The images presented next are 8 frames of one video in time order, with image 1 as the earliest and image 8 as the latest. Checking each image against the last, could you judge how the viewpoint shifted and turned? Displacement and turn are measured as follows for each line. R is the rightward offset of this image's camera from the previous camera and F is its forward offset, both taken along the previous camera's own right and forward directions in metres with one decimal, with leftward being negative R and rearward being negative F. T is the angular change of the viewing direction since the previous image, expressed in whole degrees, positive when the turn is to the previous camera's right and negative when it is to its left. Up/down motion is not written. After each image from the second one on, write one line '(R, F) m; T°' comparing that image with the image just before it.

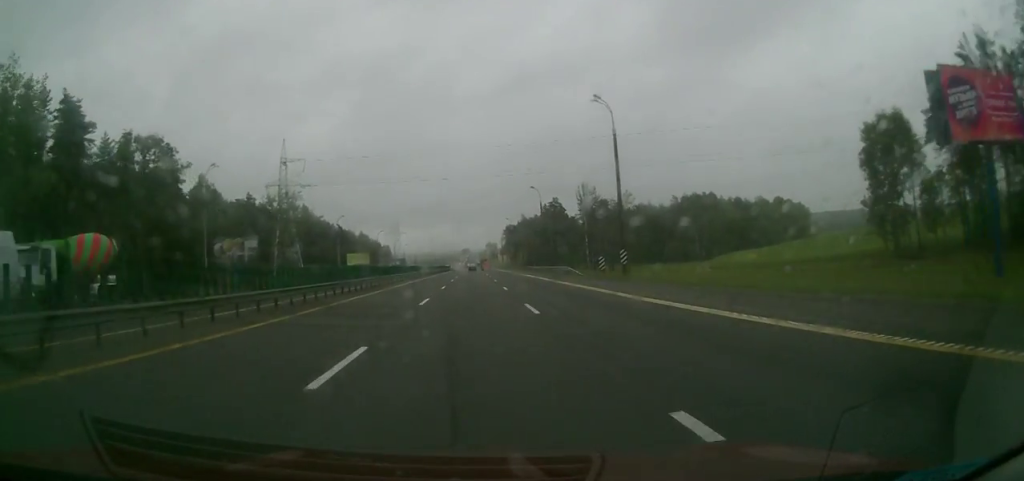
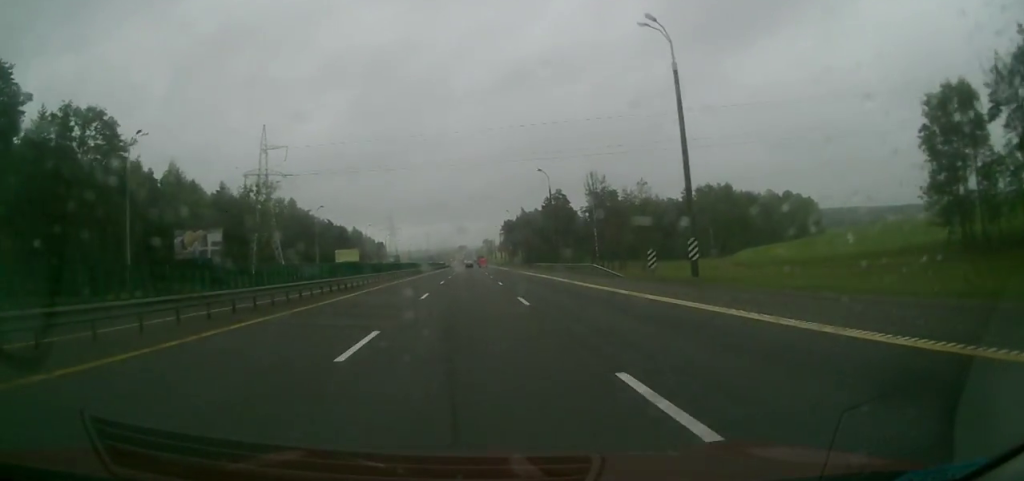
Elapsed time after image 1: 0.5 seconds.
(+0.3, +13.2) m; 0°
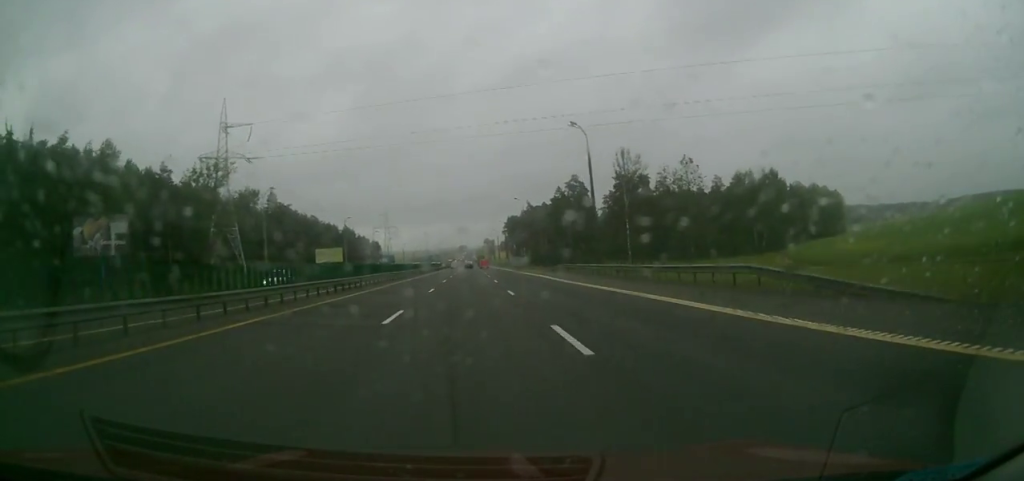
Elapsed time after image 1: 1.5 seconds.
(-0.6, +26.4) m; -1°
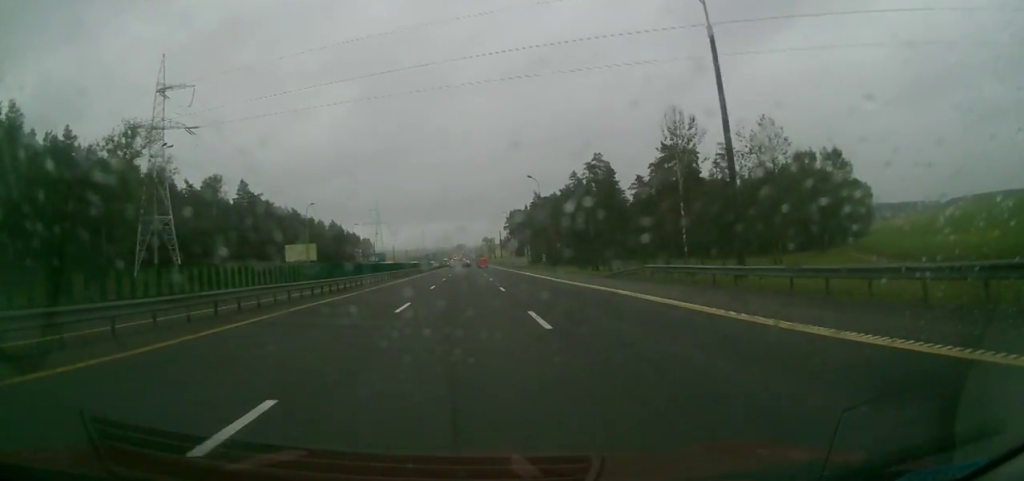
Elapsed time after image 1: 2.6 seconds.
(0.0, +28.3) m; 0°
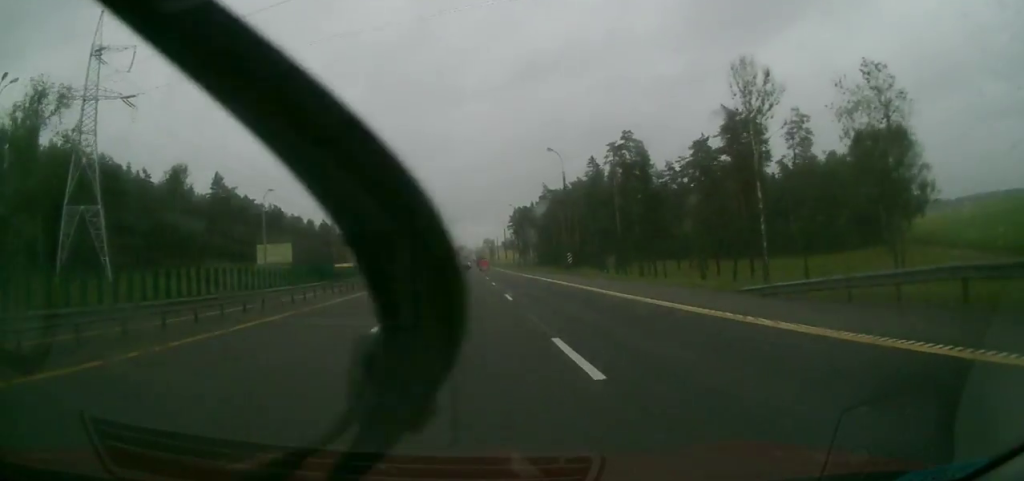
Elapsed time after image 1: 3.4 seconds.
(0.0, +21.3) m; 0°
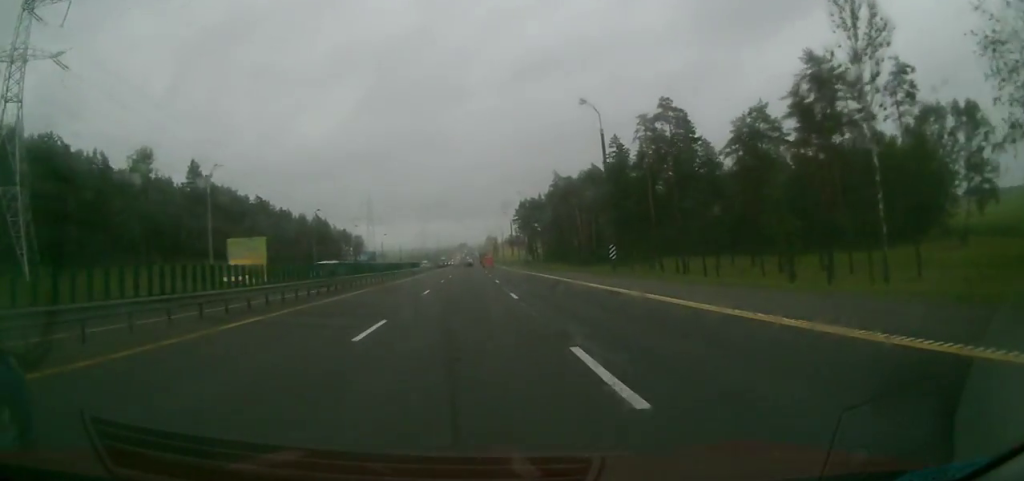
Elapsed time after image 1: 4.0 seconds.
(0.0, +17.8) m; 0°
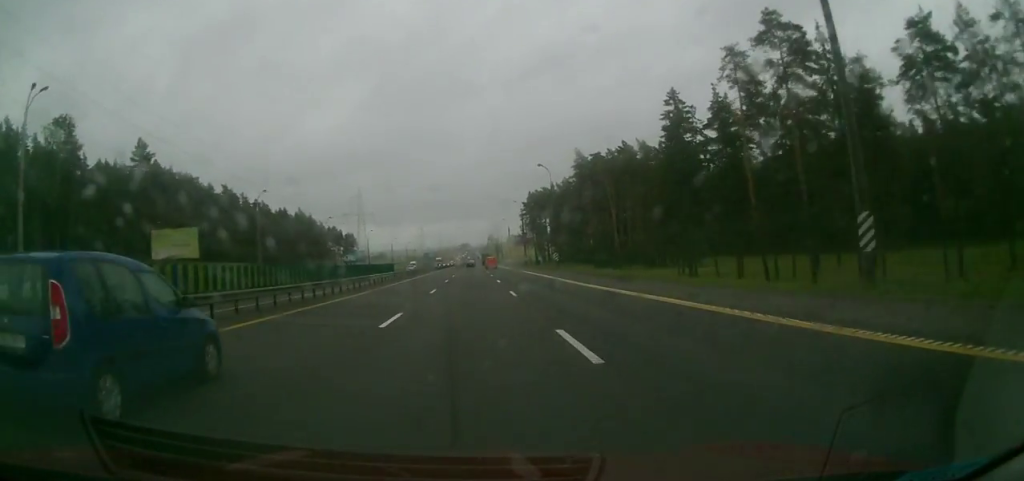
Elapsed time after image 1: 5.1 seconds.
(0.0, +29.4) m; 0°
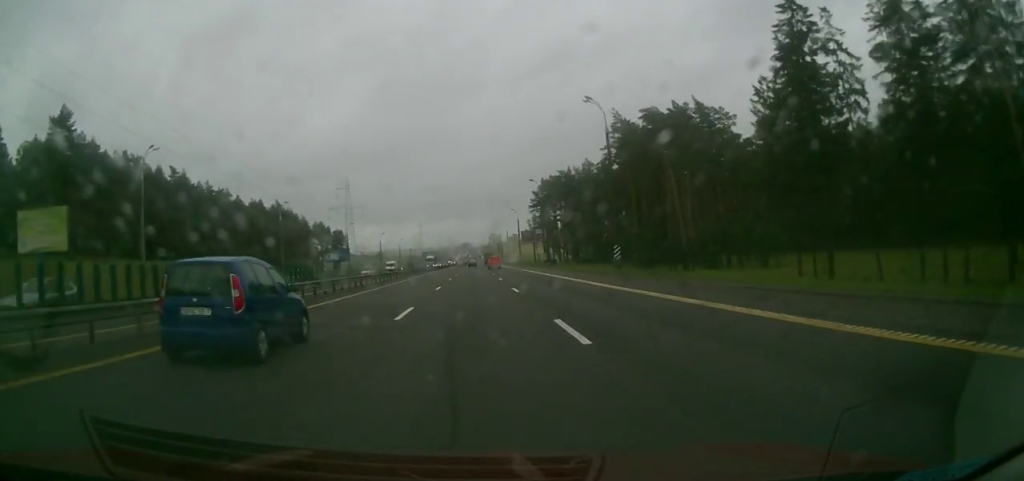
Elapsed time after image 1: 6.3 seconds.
(0.0, +30.4) m; 0°
